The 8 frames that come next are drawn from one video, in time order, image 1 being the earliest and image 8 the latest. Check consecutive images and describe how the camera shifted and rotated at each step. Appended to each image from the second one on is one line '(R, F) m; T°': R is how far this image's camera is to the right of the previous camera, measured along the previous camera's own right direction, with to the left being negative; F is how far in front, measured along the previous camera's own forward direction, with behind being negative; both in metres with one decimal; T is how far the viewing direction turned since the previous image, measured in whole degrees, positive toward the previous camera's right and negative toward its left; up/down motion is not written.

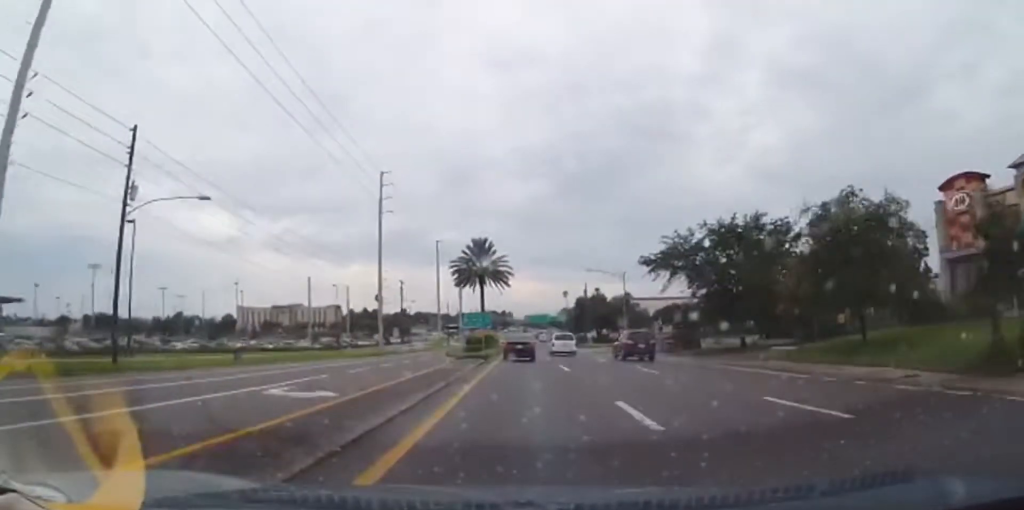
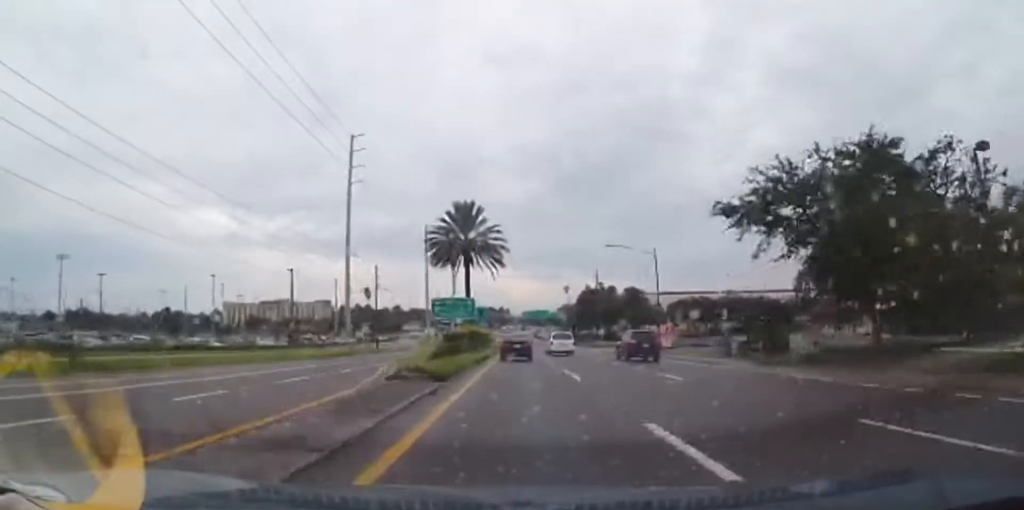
(+0.1, +16.0) m; +1°
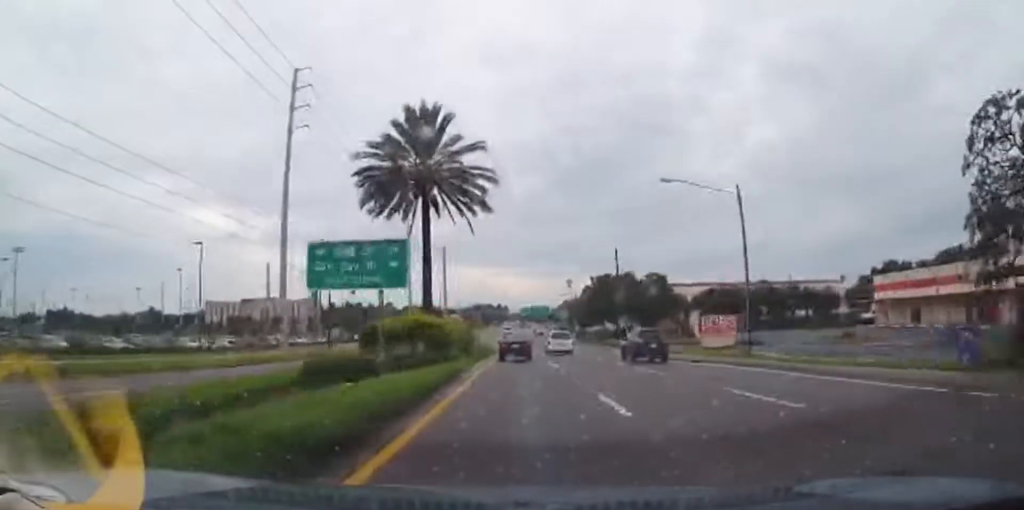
(+0.1, +19.7) m; 0°
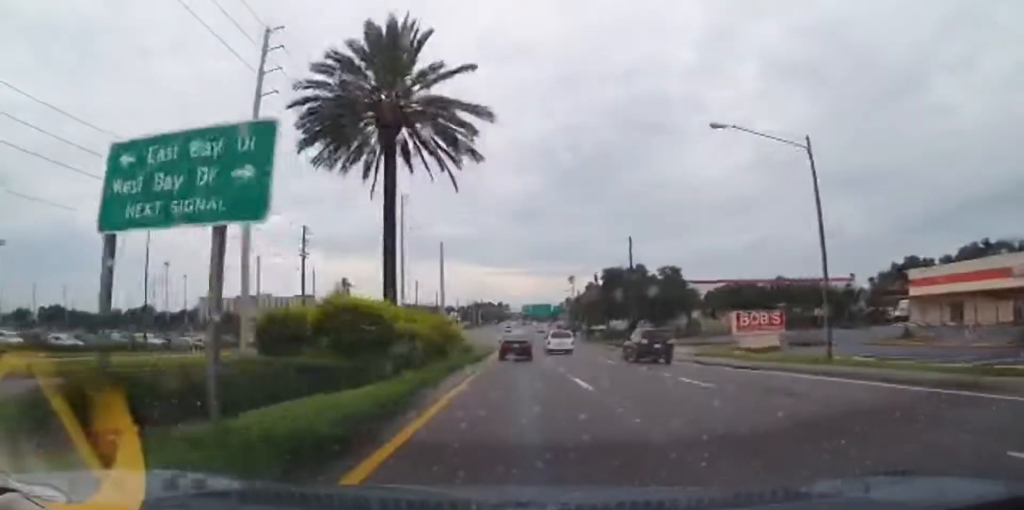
(0.0, +7.8) m; 0°
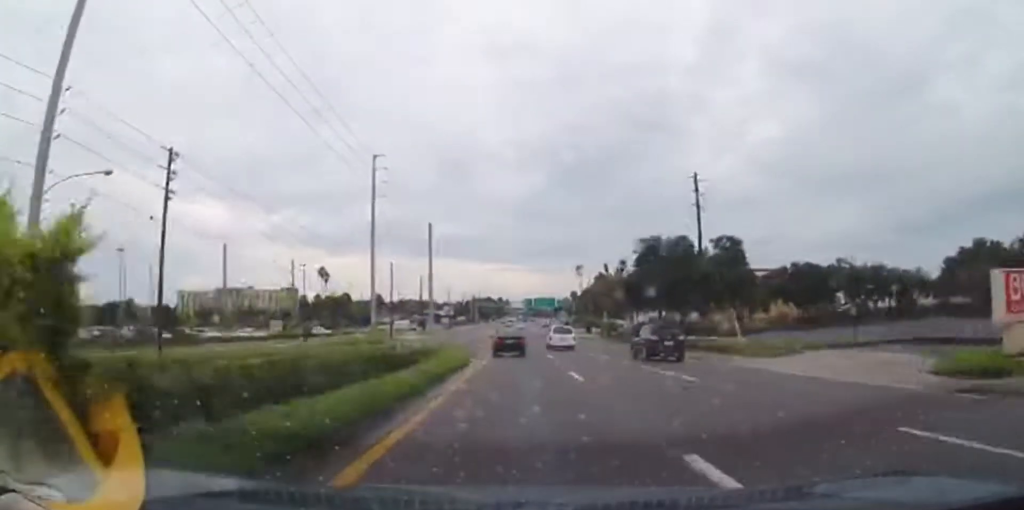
(-0.1, +22.7) m; -1°
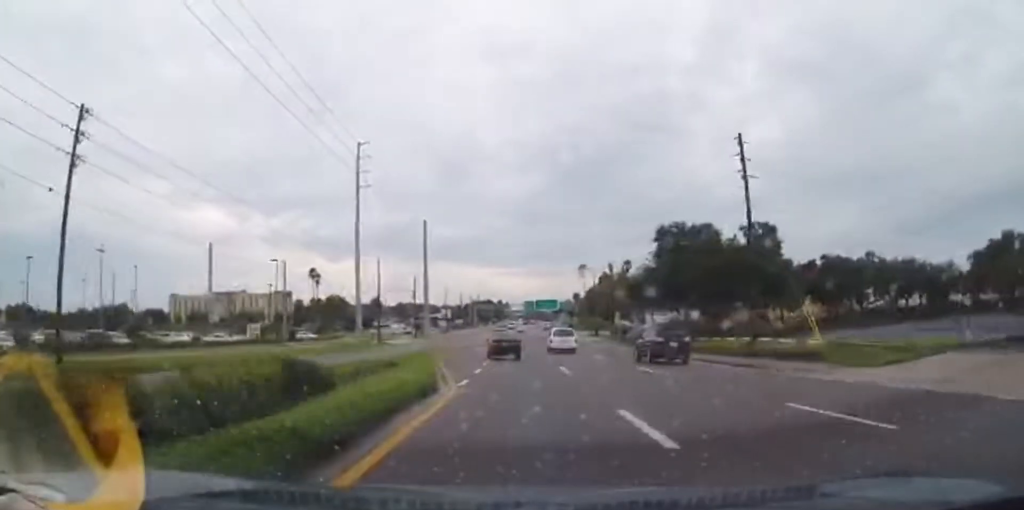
(-0.2, +8.4) m; 0°
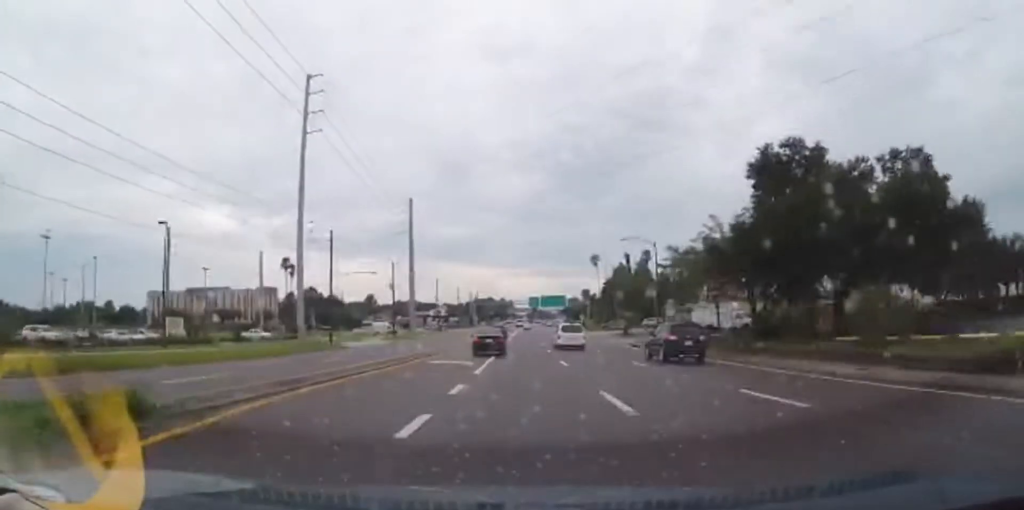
(+0.1, +21.9) m; +1°
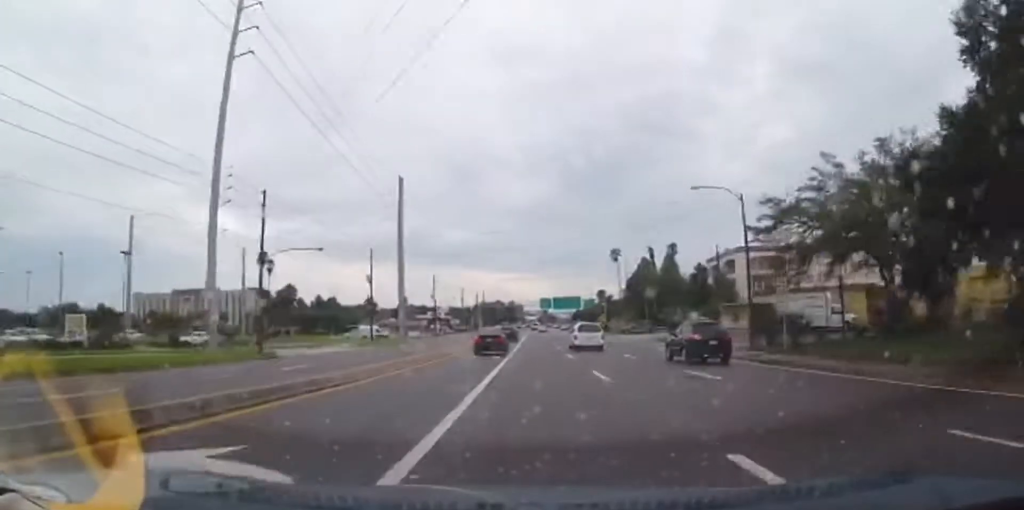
(+0.2, +19.0) m; -1°
